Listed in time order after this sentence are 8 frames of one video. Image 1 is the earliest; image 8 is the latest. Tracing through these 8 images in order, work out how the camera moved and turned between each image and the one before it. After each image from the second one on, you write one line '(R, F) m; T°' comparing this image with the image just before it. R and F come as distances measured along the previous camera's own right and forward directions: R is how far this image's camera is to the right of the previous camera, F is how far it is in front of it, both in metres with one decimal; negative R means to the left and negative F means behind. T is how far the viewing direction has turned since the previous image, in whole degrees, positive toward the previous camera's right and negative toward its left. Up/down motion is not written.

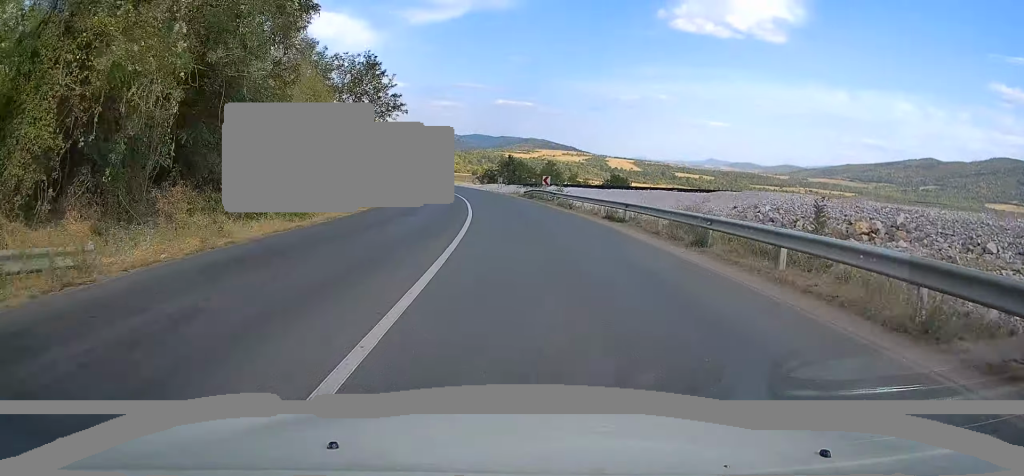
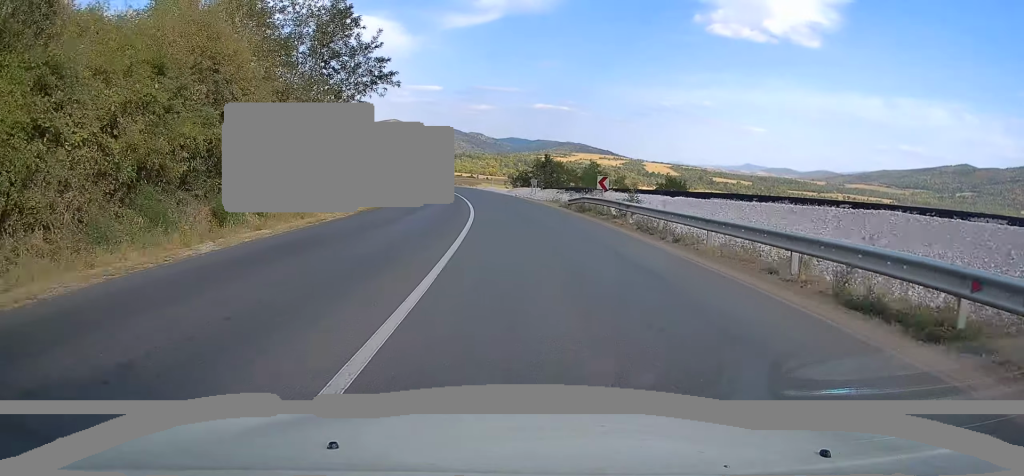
(-0.5, +16.5) m; -4°
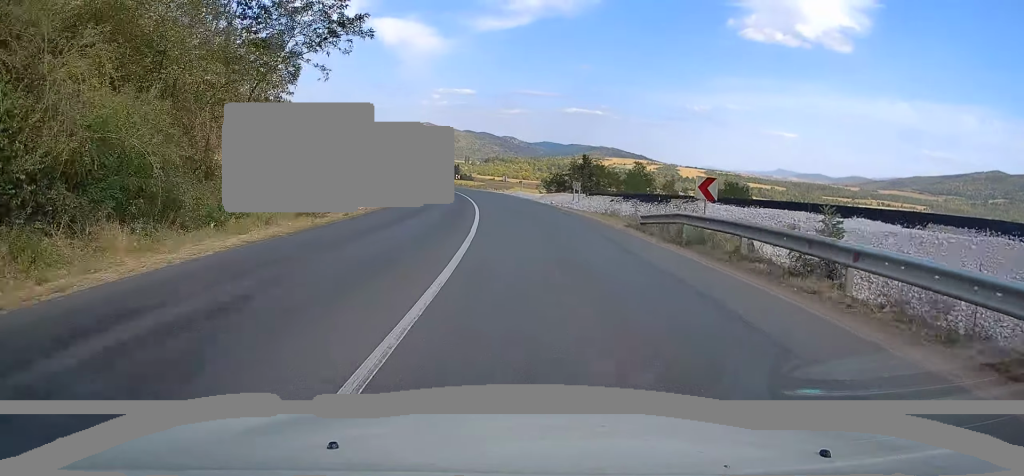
(-0.1, +13.5) m; -3°
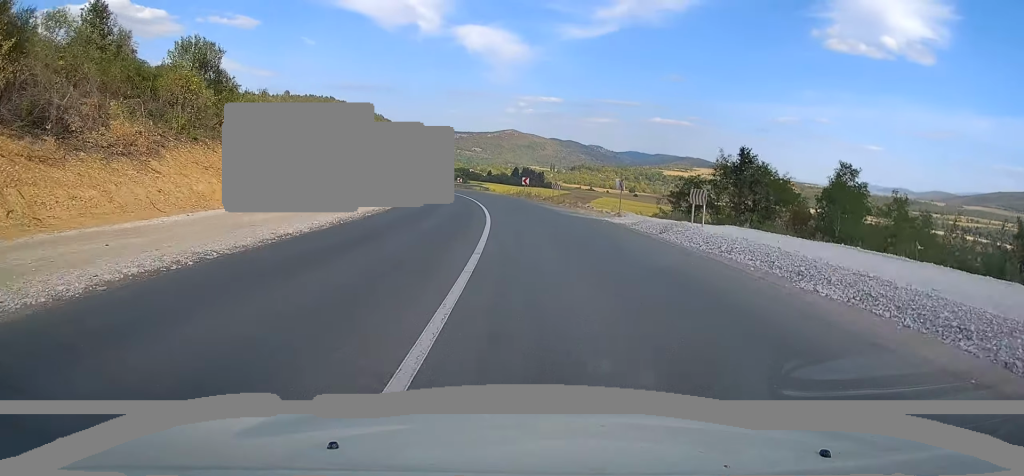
(-3.2, +42.3) m; -8°
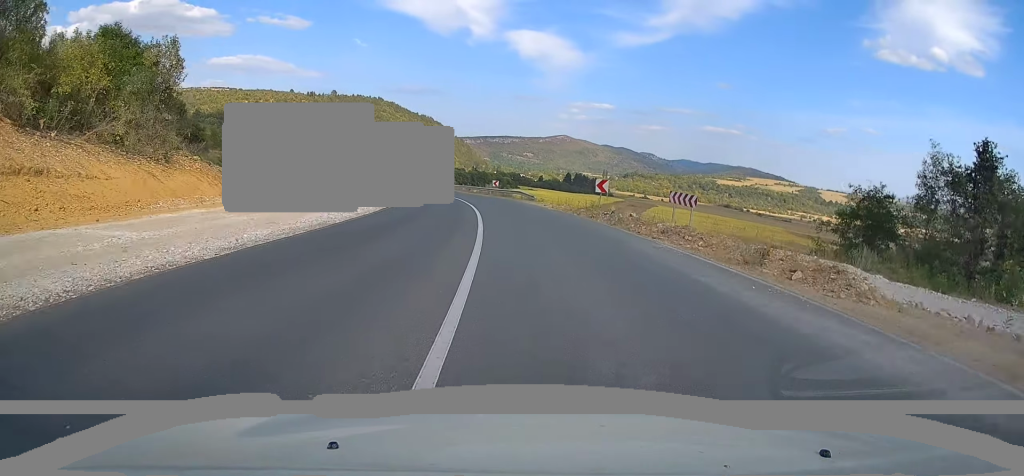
(-1.4, +28.1) m; -5°
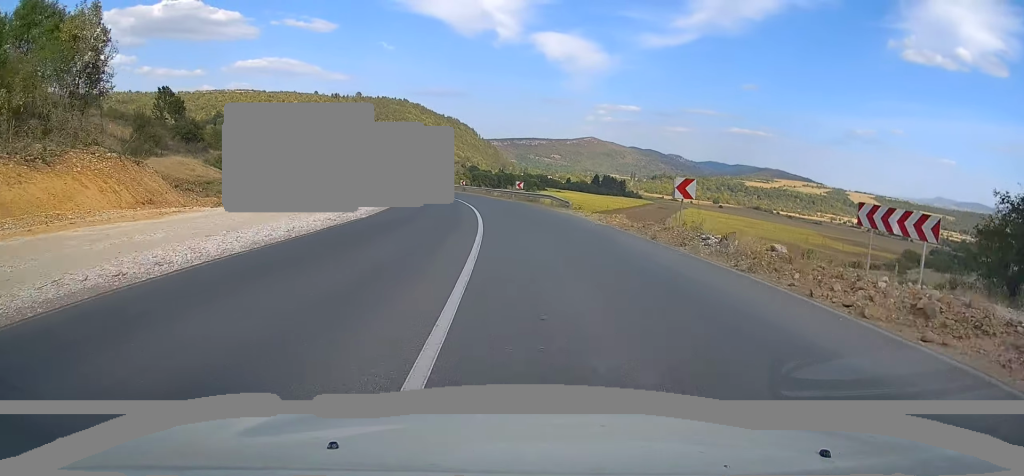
(0.0, +11.8) m; -3°
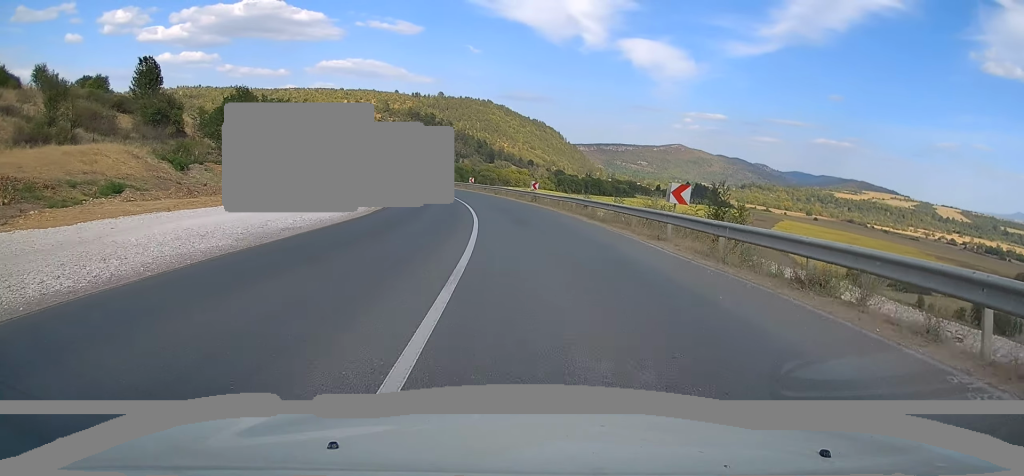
(-3.0, +38.3) m; -8°
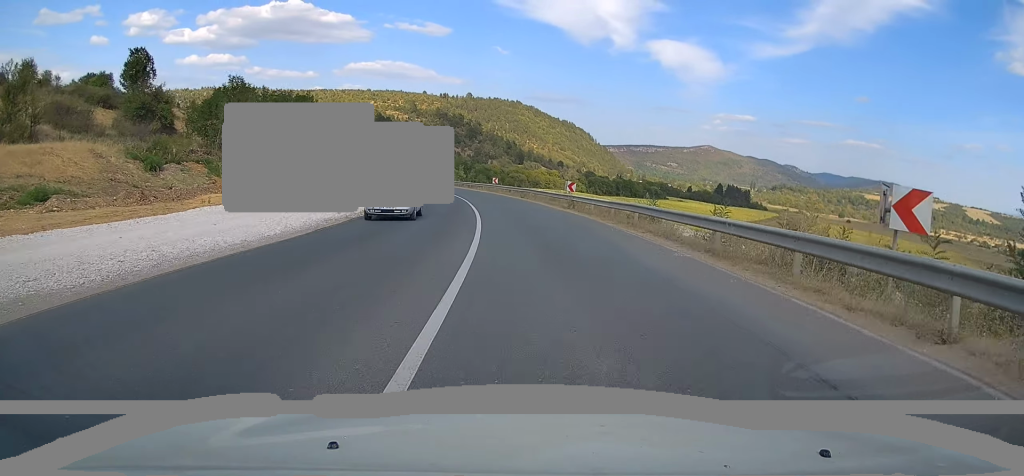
(+0.1, +11.1) m; -2°
